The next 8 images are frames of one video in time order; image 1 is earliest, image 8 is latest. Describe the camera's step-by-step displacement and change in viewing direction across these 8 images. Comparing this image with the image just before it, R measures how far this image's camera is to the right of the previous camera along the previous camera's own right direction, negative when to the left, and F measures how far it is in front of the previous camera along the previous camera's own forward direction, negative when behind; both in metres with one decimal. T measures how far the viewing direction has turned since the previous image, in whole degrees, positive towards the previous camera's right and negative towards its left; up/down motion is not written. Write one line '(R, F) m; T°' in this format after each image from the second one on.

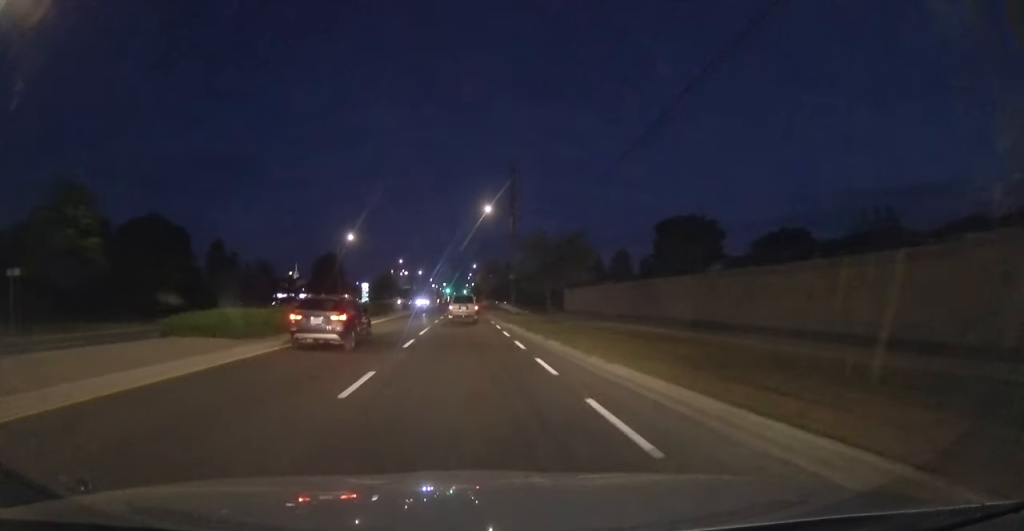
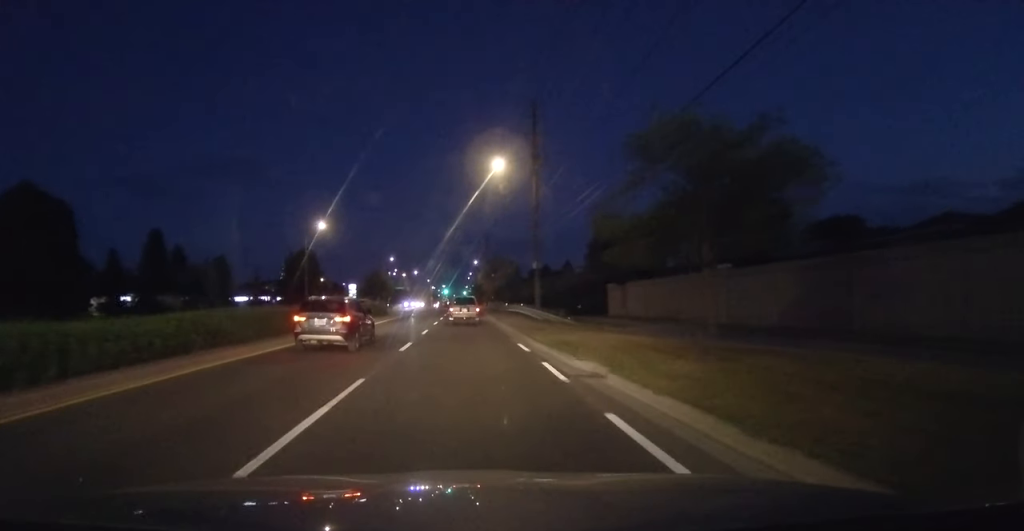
(0.0, +18.9) m; 0°
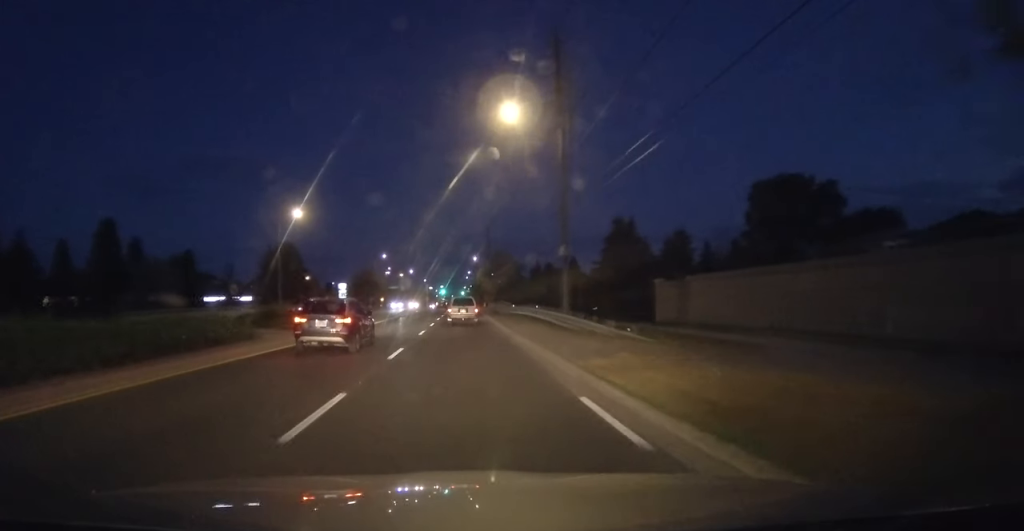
(0.0, +10.8) m; 0°
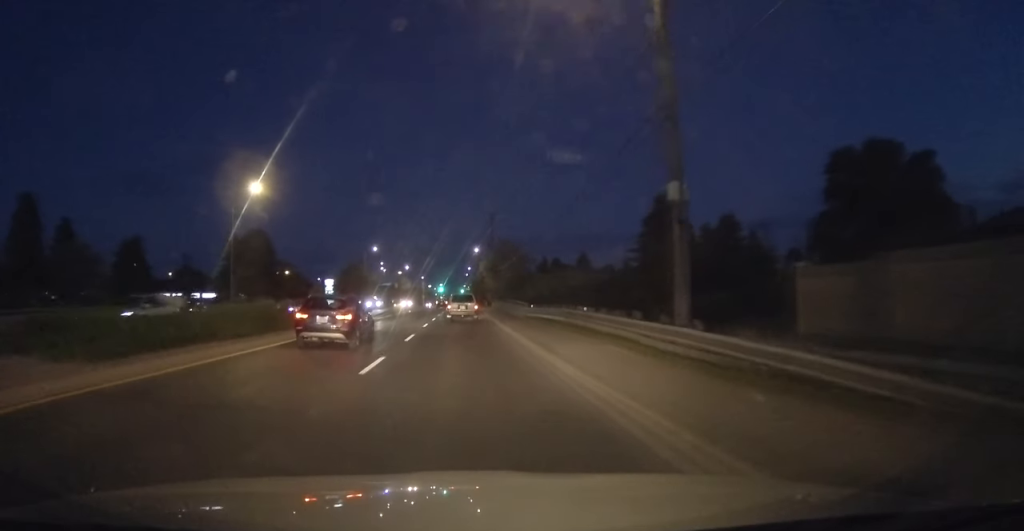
(+0.1, +14.5) m; 0°
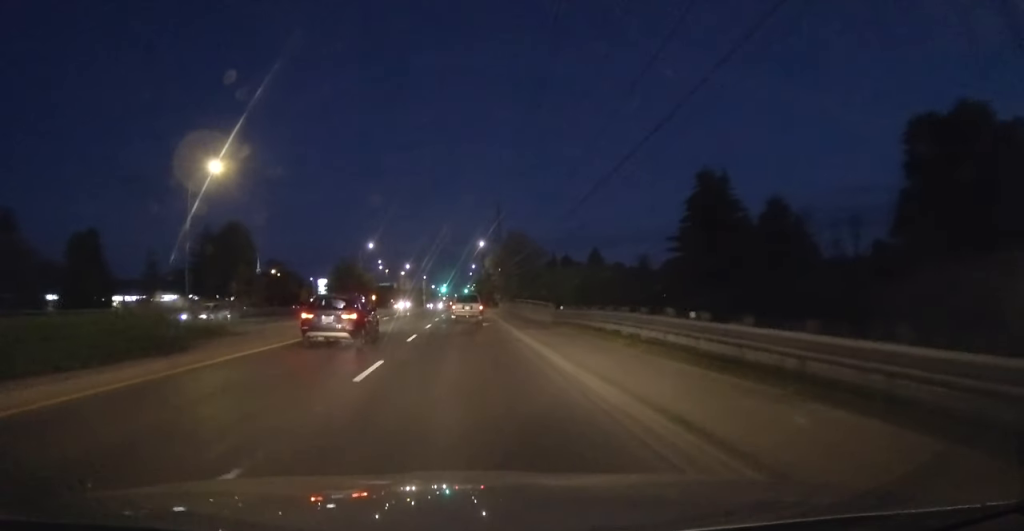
(+0.1, +9.7) m; 0°
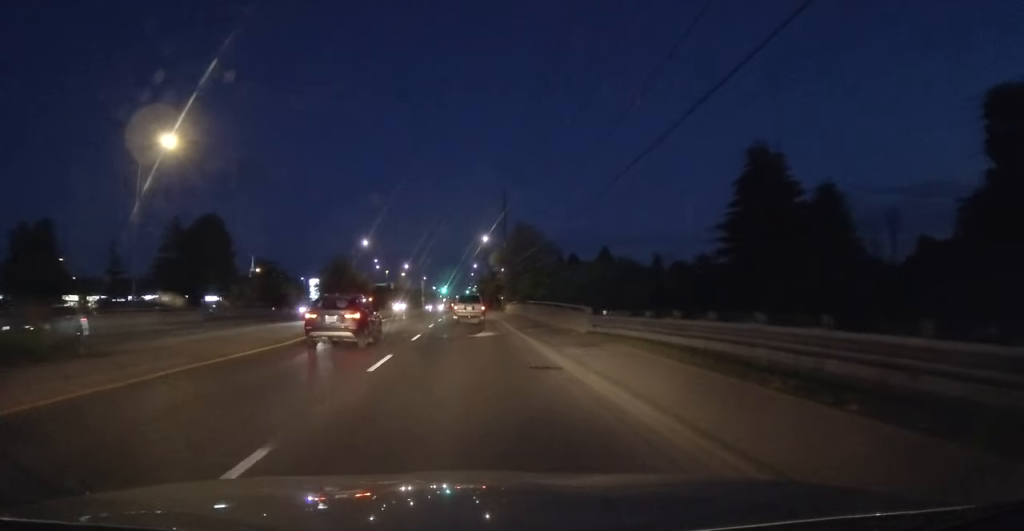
(-0.1, +8.7) m; 0°
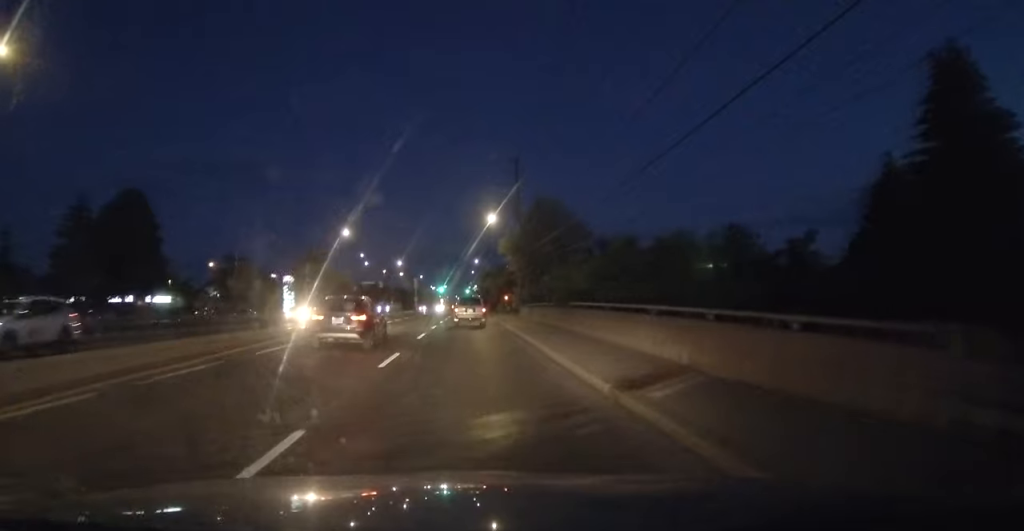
(-0.1, +17.1) m; 0°
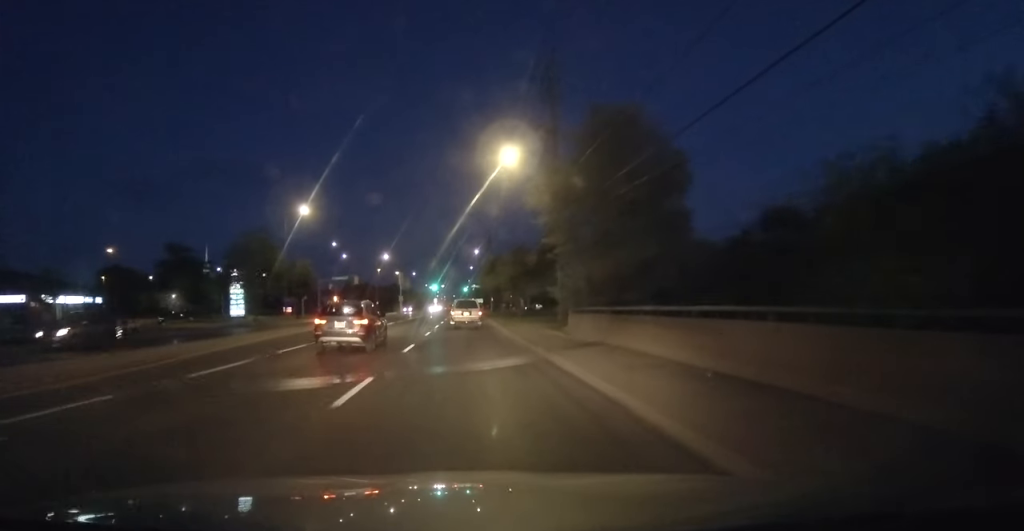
(0.0, +23.1) m; 0°
